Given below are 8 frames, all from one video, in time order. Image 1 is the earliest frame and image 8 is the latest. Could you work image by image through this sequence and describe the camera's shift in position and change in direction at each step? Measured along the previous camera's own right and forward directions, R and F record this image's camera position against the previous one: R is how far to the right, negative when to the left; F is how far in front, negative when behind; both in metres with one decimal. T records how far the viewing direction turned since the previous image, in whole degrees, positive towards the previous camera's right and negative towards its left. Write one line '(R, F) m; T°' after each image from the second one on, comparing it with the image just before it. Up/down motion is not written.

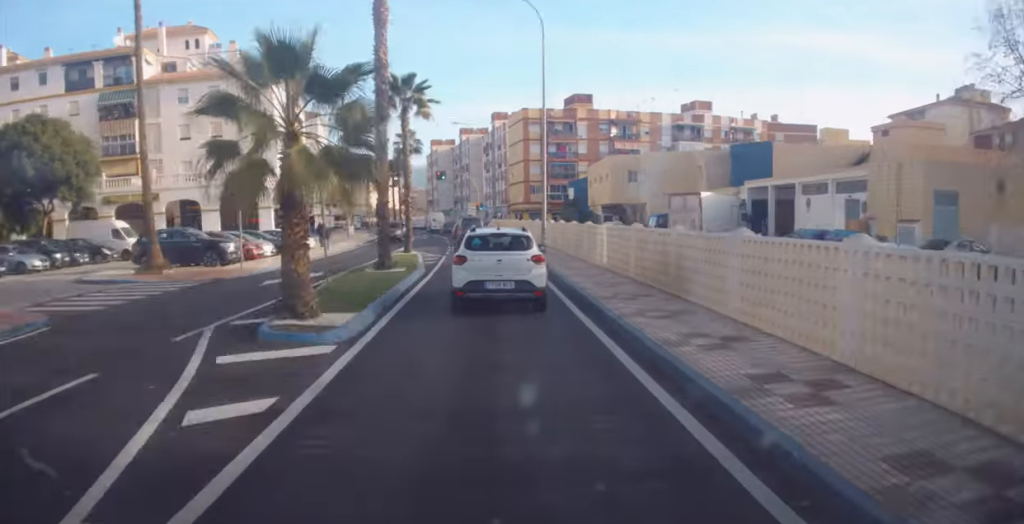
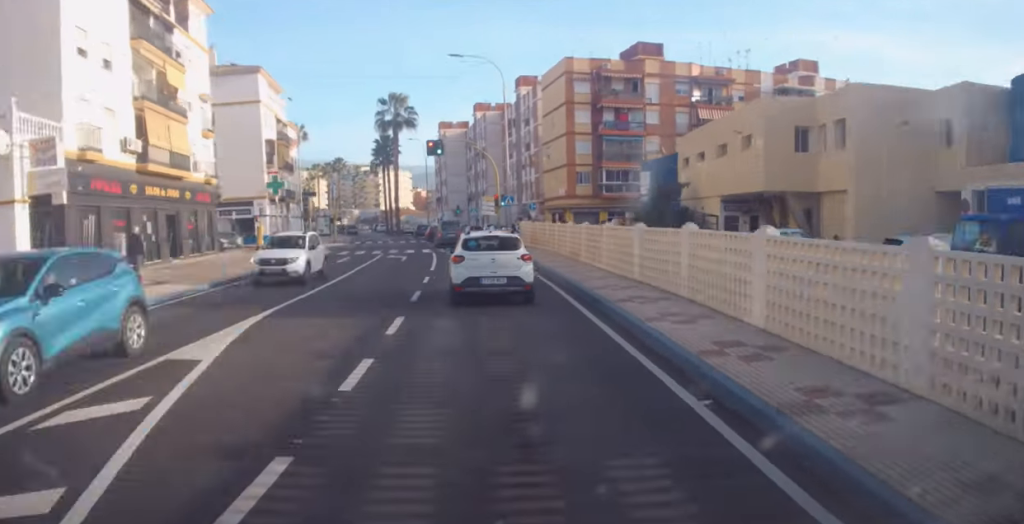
(-0.9, +26.2) m; -3°
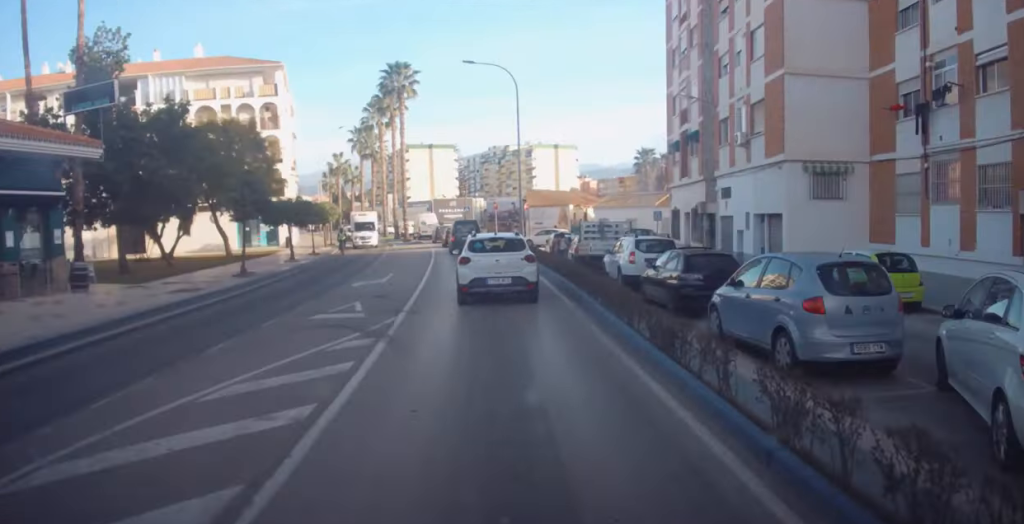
(-7.3, +83.0) m; -12°
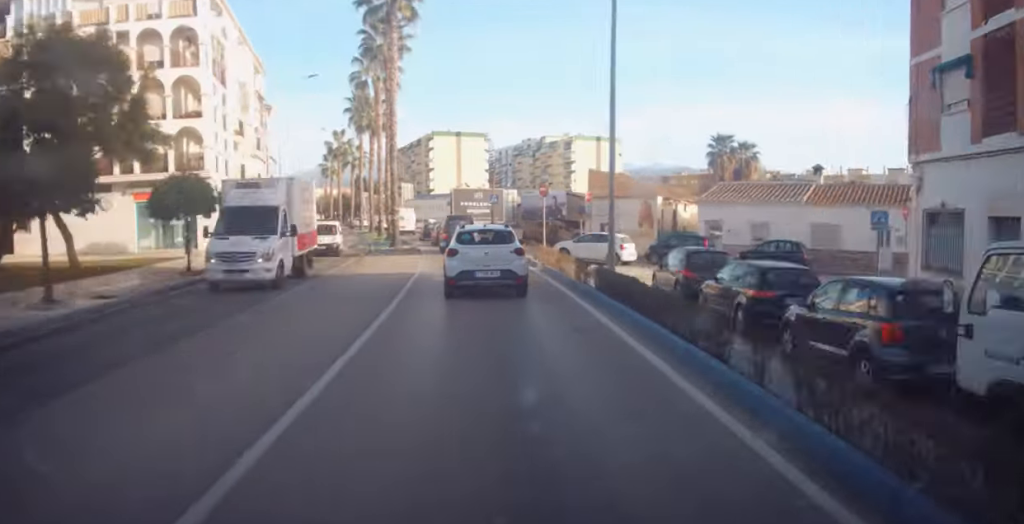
(-1.0, +20.5) m; -4°
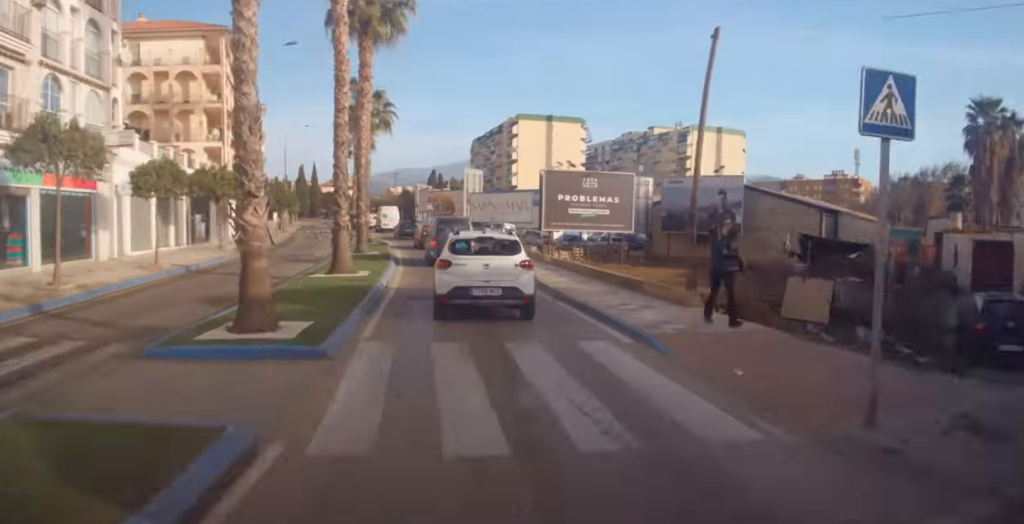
(-2.0, +36.6) m; -7°
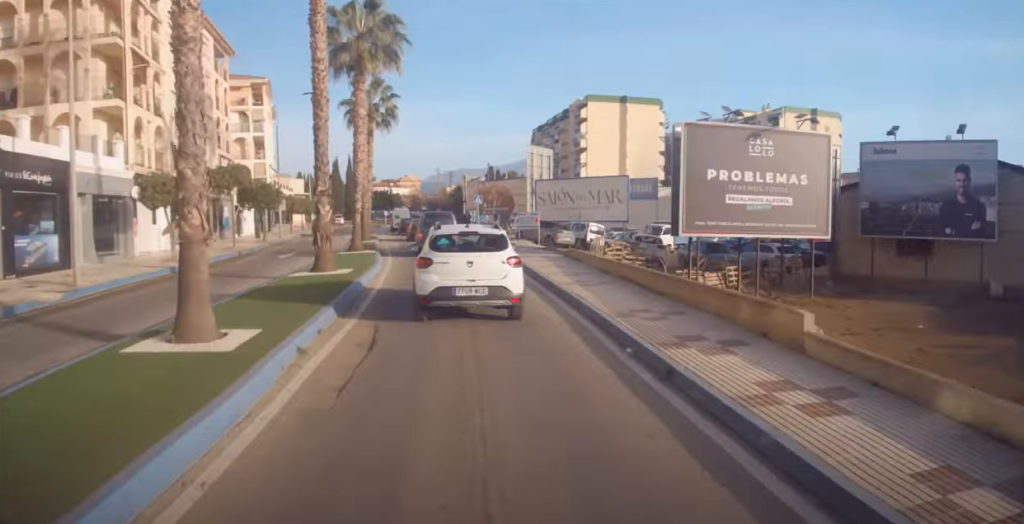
(-2.2, +25.7) m; -4°
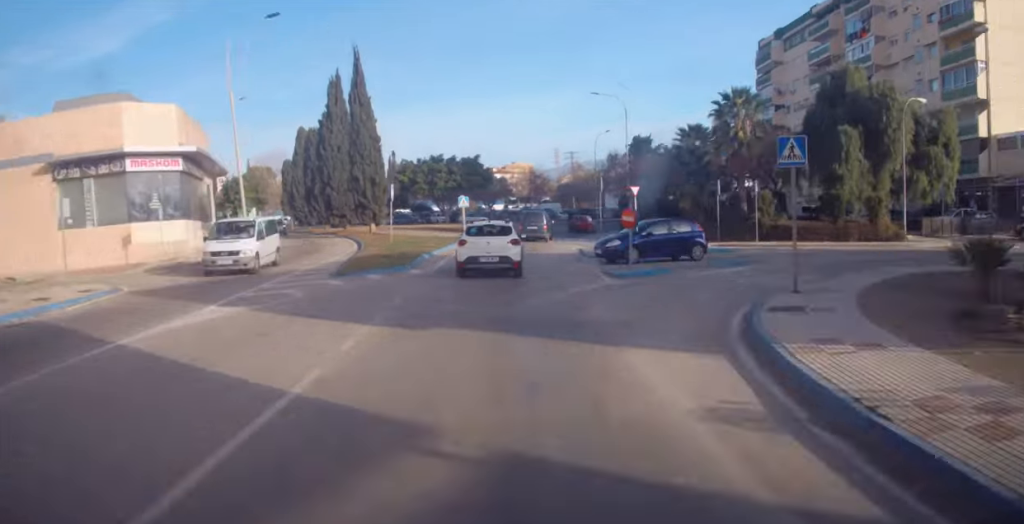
(-1.5, +92.5) m; +9°
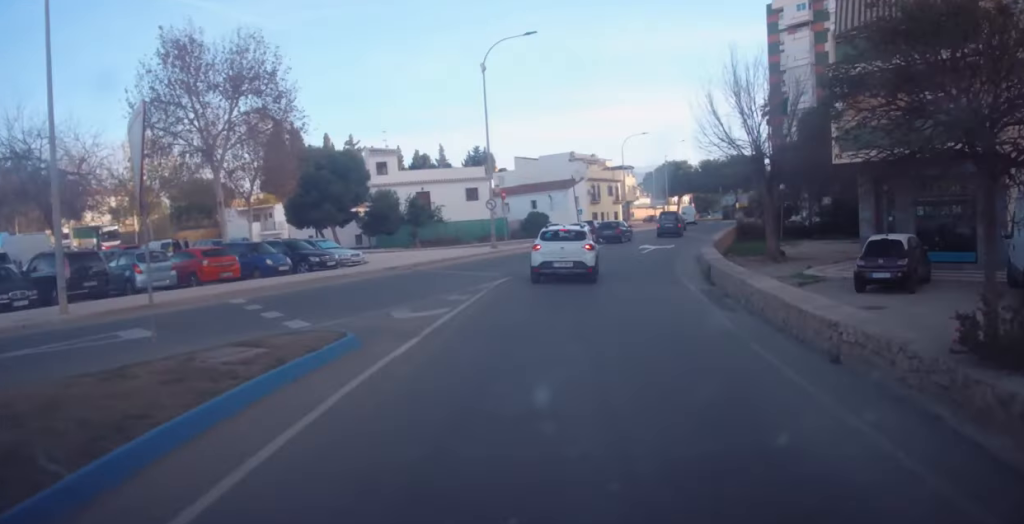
(+11.3, +58.9) m; +22°
